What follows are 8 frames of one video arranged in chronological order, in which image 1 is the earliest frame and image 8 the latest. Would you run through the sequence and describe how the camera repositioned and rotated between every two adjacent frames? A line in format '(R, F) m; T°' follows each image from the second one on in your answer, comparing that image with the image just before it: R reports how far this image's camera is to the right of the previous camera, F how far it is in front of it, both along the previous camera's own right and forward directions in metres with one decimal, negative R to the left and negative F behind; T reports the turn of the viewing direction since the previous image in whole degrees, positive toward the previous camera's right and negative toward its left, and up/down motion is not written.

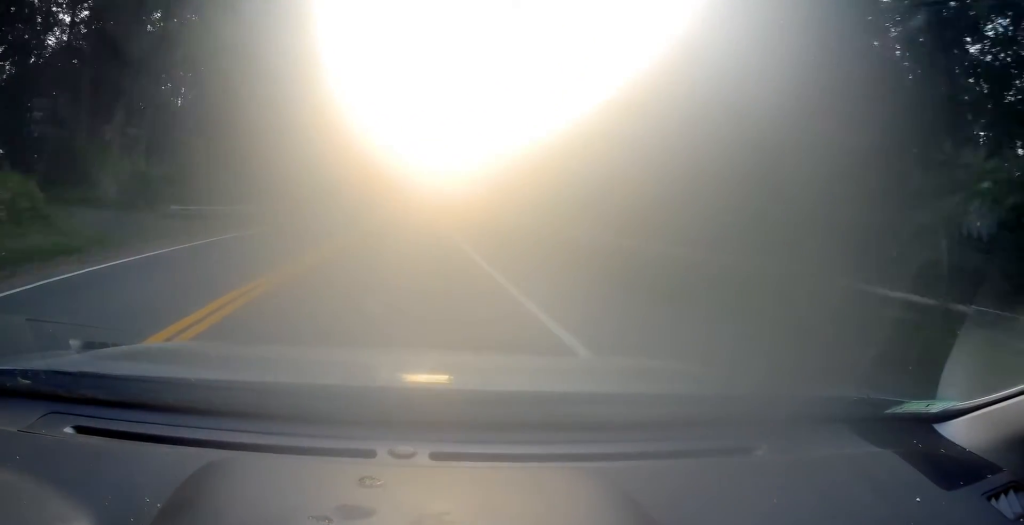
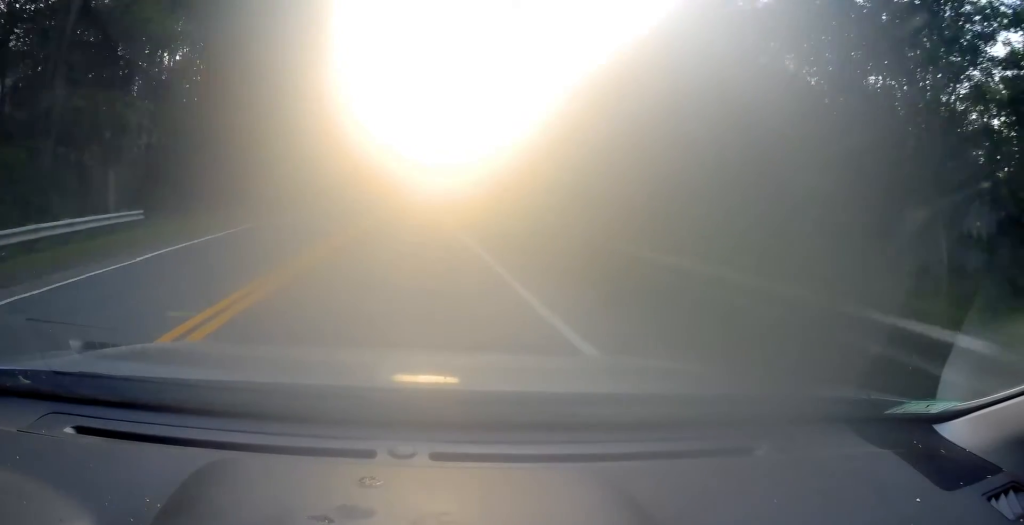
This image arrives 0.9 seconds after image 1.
(-0.1, +21.8) m; +1°
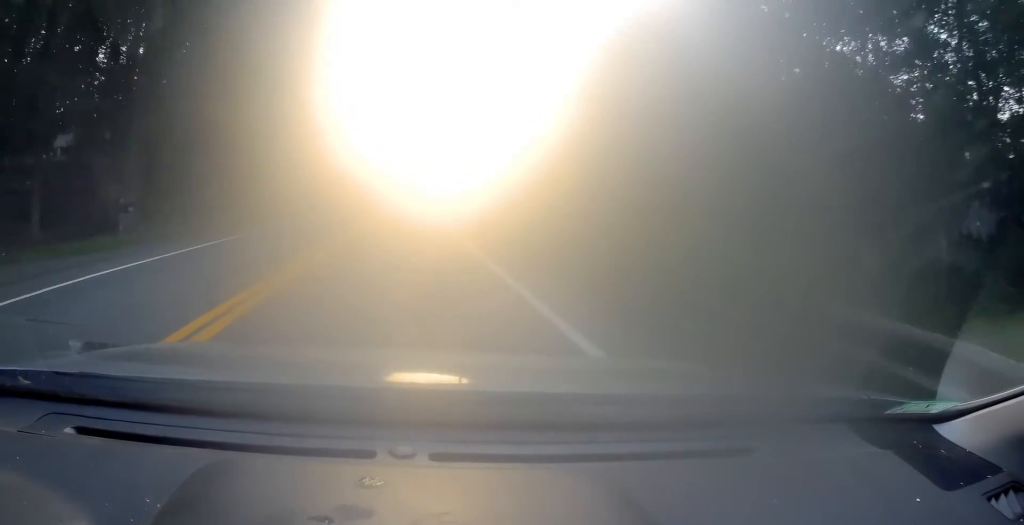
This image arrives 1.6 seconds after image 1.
(+1.1, +17.6) m; 0°
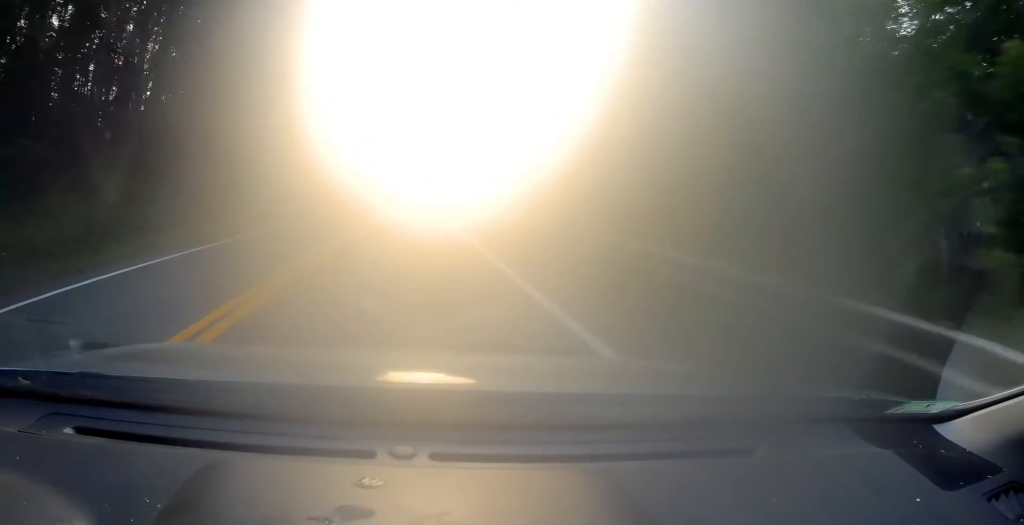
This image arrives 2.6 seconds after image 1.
(-1.7, +26.5) m; -2°
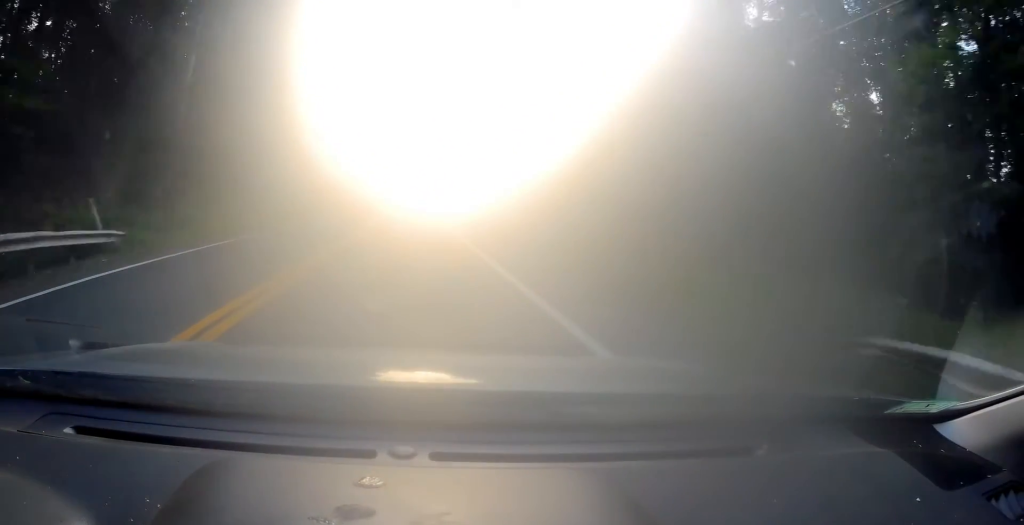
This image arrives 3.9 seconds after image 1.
(+0.7, +31.5) m; +1°
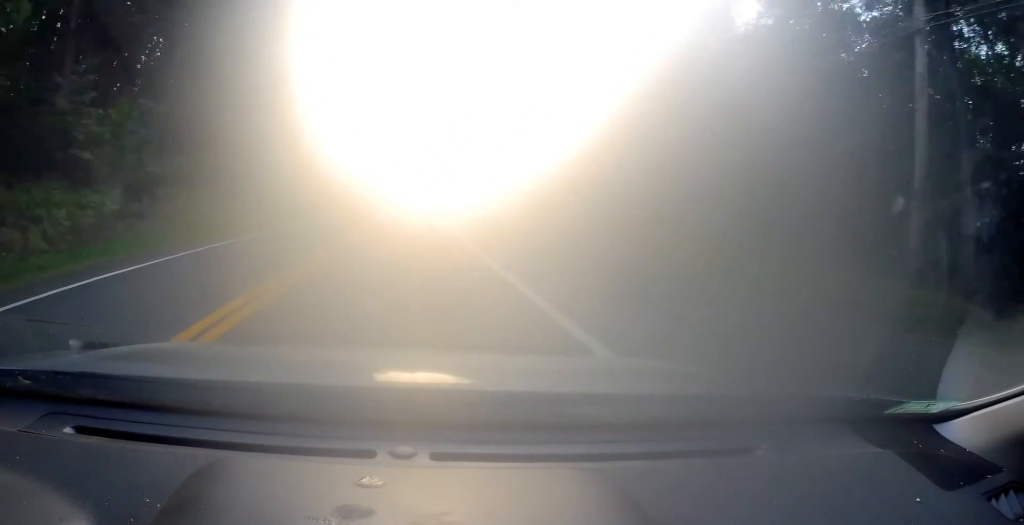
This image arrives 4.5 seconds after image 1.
(+0.1, +14.3) m; -1°
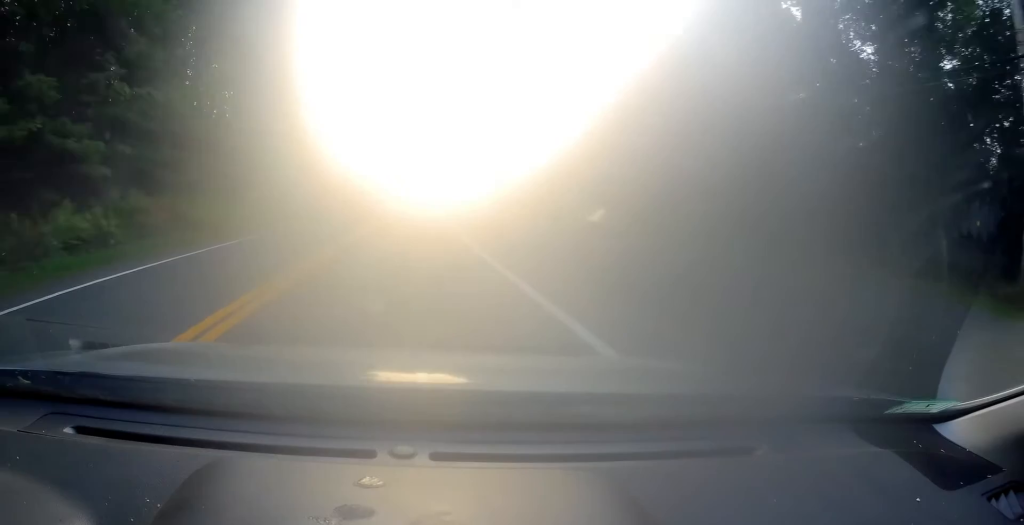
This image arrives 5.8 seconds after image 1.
(-0.6, +29.5) m; -1°
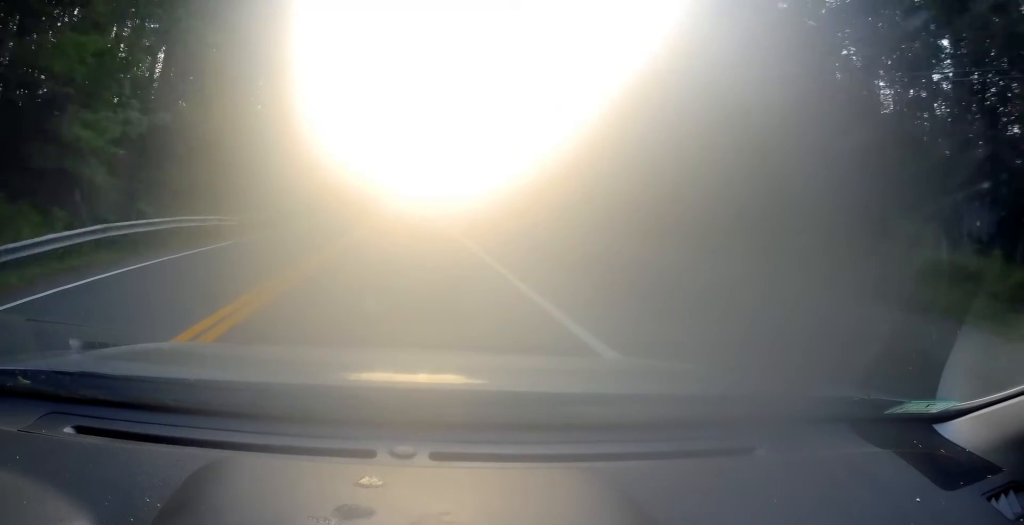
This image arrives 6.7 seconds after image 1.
(0.0, +23.2) m; 0°
